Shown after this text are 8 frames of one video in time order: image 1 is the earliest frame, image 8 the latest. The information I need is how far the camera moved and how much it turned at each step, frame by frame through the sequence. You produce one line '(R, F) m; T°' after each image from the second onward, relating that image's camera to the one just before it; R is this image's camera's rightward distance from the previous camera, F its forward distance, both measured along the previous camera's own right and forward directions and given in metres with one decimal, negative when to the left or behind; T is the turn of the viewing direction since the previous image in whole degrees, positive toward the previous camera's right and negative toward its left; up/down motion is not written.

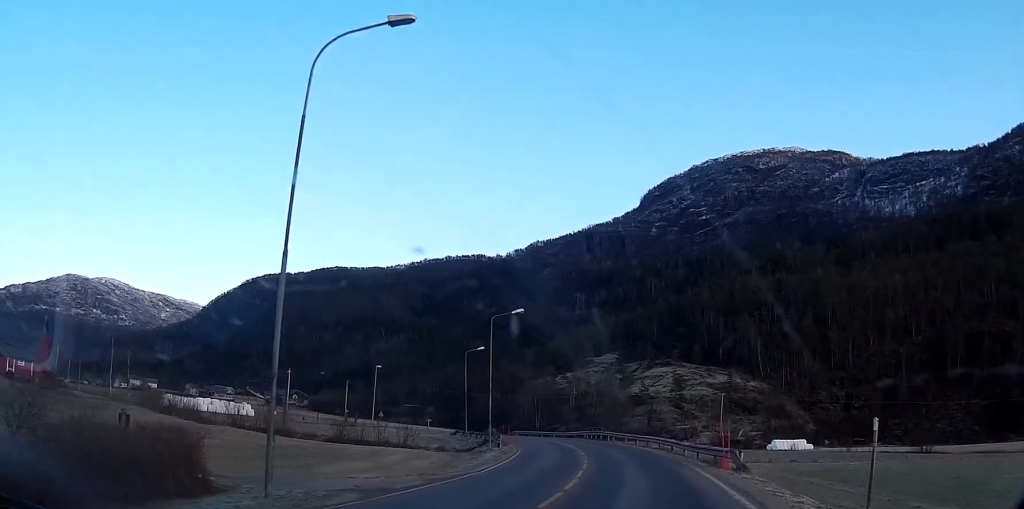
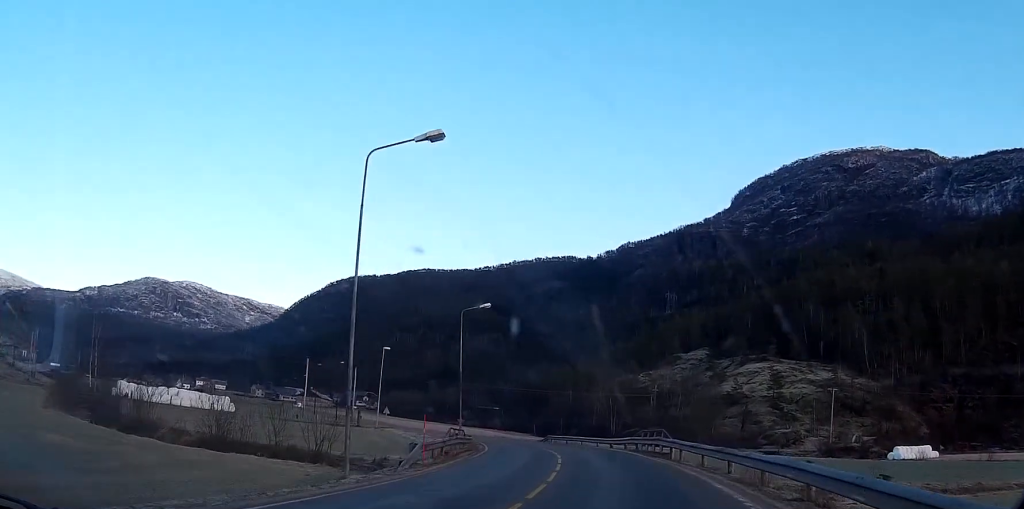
(-1.0, +31.1) m; -5°
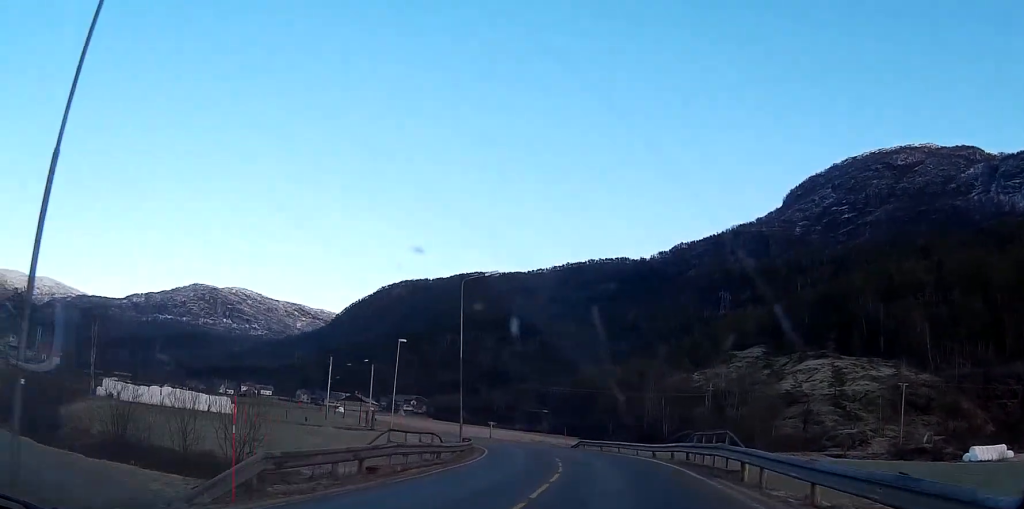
(-0.3, +12.1) m; -4°
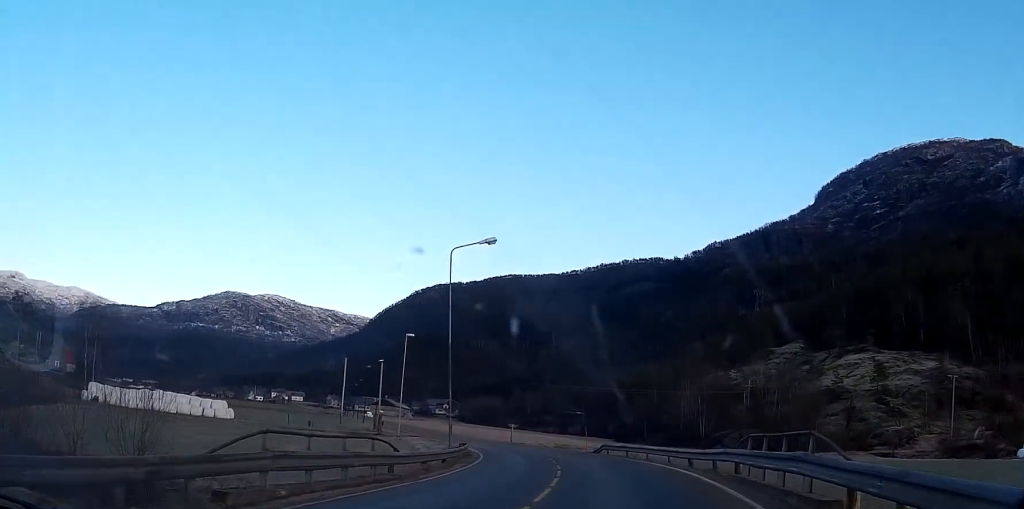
(-0.2, +8.0) m; -3°
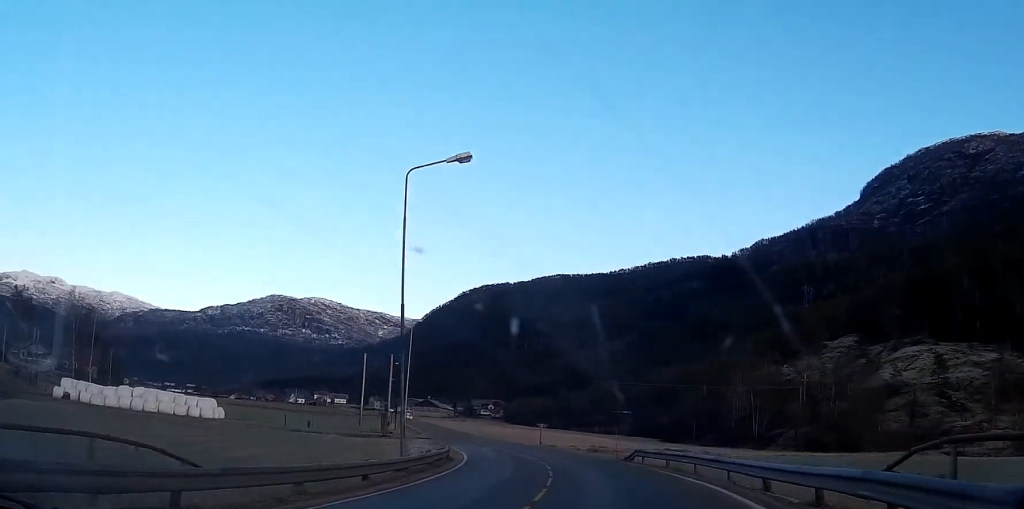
(-0.4, +11.0) m; -4°
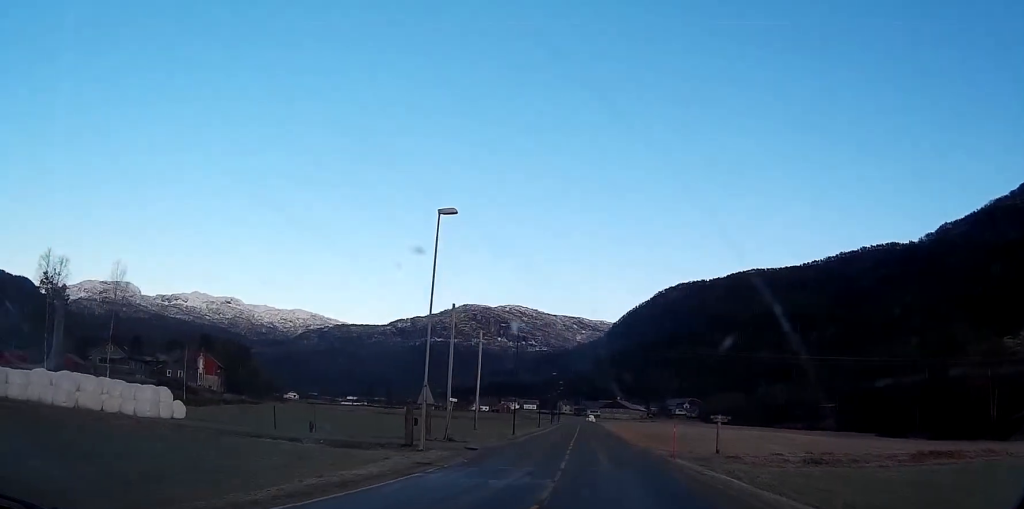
(-4.4, +32.8) m; -15°
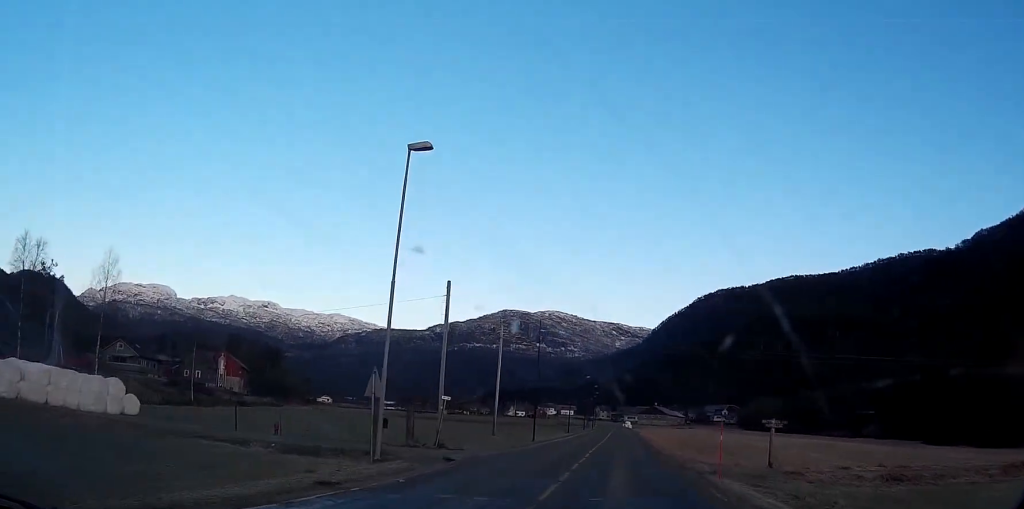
(-0.2, +8.0) m; -3°
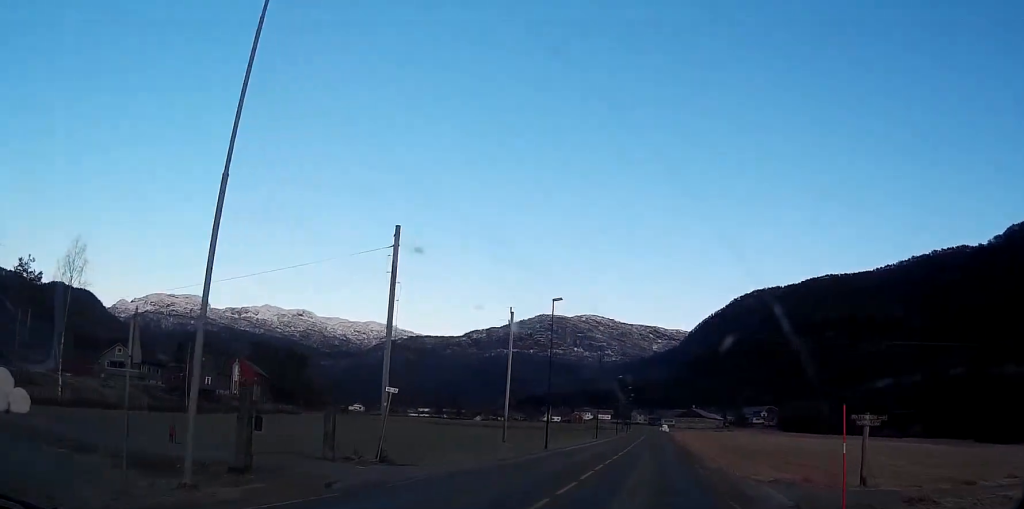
(-0.3, +10.9) m; -1°
